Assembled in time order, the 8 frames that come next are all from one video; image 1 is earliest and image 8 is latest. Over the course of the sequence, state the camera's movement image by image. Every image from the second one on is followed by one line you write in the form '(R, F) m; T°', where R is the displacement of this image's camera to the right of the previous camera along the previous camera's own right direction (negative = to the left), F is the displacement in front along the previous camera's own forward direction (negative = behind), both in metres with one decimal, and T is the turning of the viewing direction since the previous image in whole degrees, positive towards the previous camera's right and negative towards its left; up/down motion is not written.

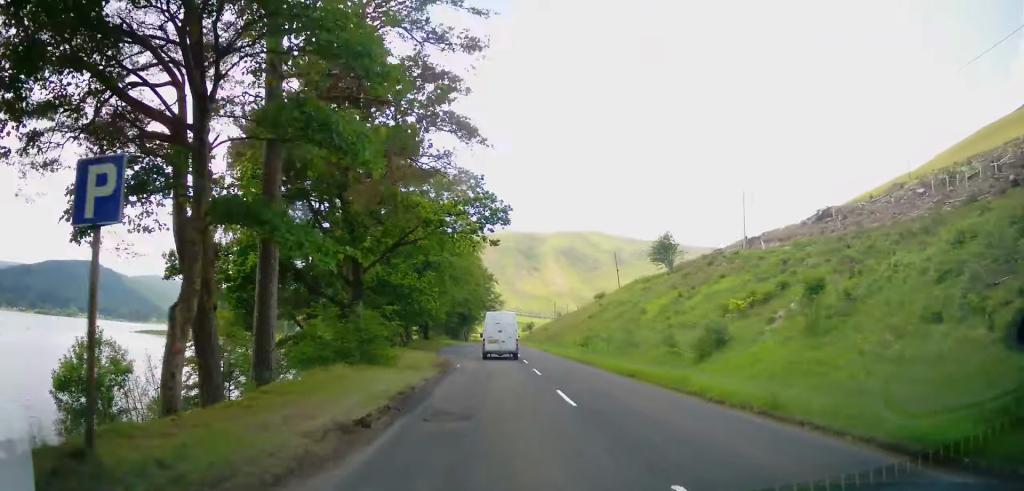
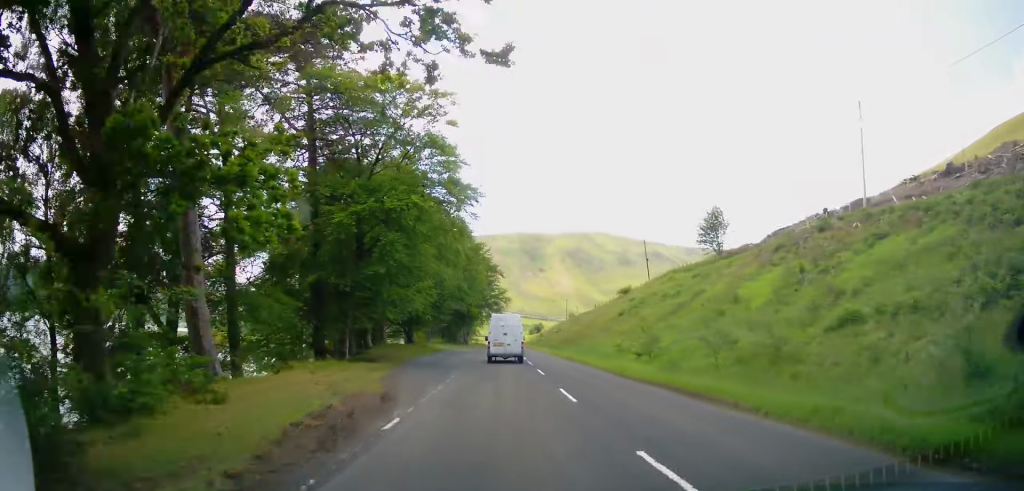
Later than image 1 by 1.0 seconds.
(+0.1, +16.2) m; 0°
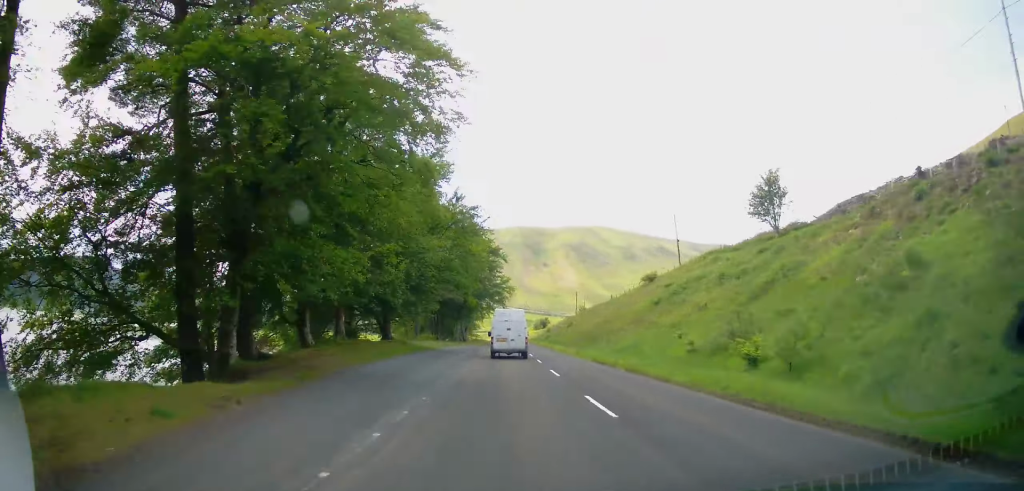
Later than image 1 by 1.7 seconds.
(-0.2, +12.6) m; 0°
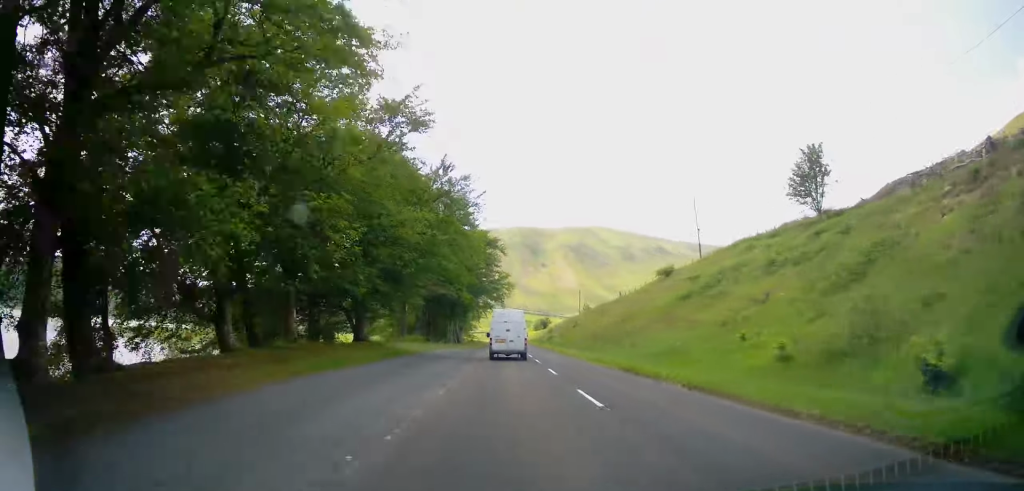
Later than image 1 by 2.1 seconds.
(0.0, +7.5) m; 0°
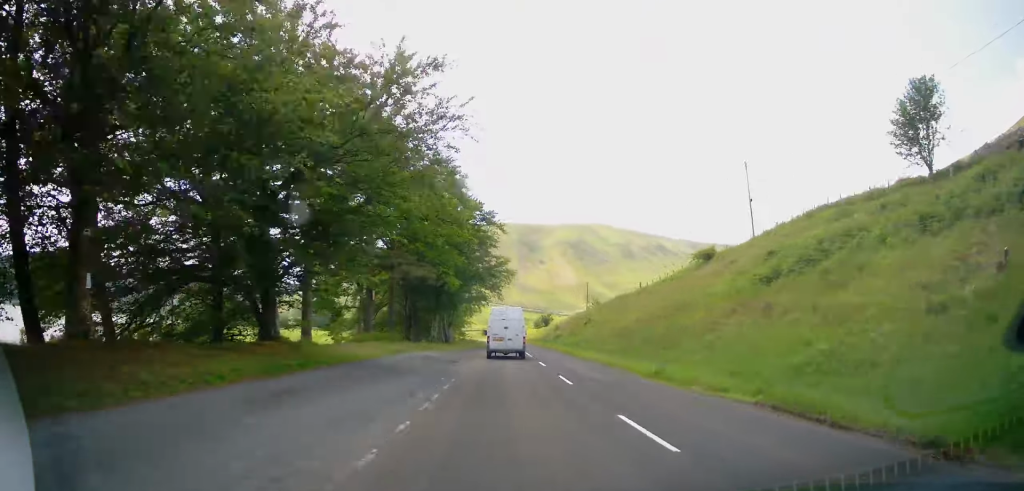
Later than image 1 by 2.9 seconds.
(+0.2, +13.4) m; 0°
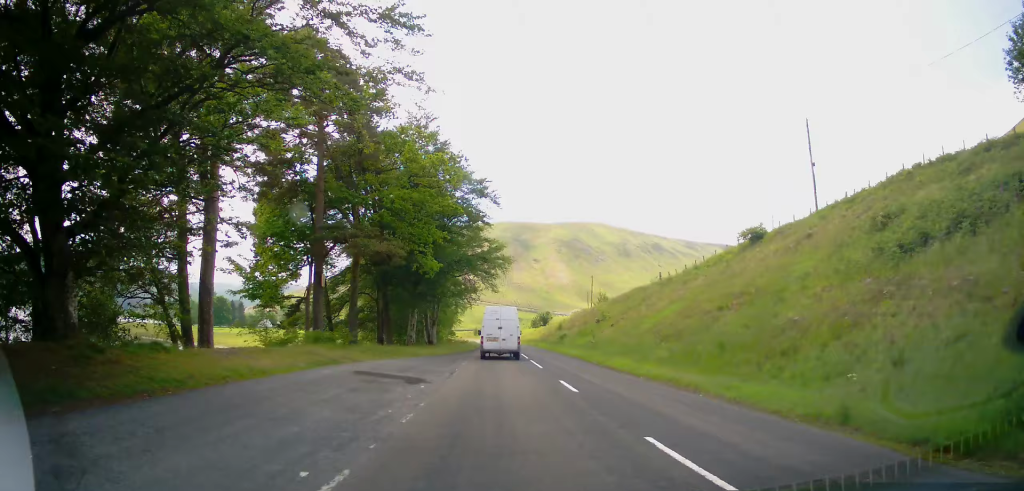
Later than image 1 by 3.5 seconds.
(-0.1, +11.0) m; 0°
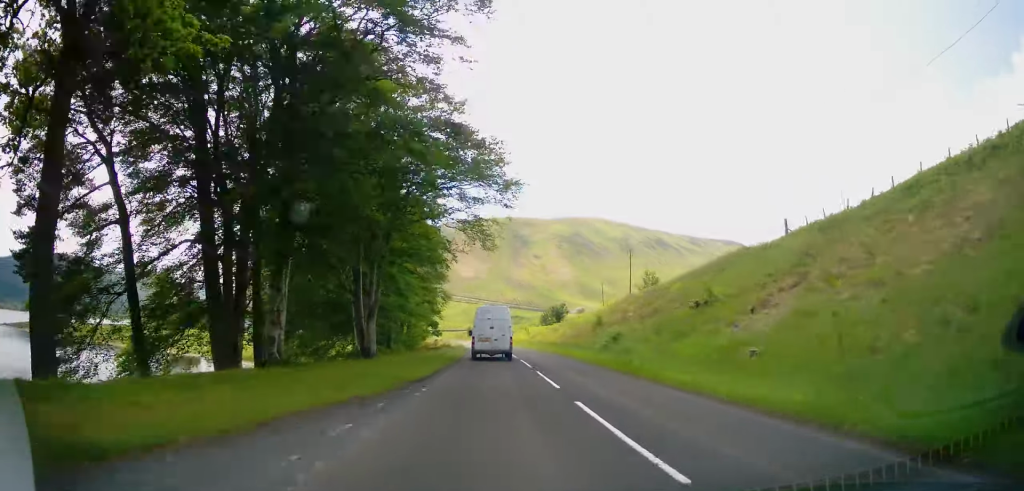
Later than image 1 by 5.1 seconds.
(+0.2, +27.6) m; +1°
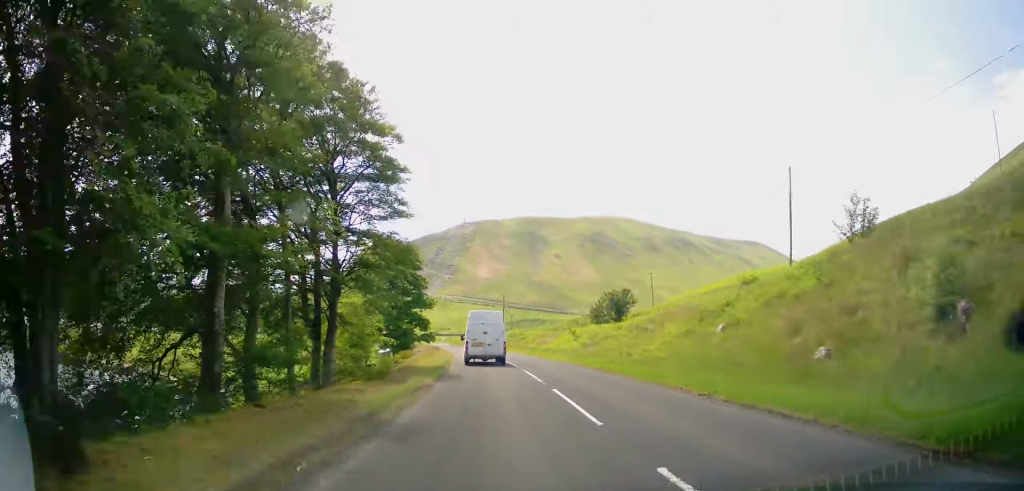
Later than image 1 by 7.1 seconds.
(-0.2, +33.7) m; -3°
